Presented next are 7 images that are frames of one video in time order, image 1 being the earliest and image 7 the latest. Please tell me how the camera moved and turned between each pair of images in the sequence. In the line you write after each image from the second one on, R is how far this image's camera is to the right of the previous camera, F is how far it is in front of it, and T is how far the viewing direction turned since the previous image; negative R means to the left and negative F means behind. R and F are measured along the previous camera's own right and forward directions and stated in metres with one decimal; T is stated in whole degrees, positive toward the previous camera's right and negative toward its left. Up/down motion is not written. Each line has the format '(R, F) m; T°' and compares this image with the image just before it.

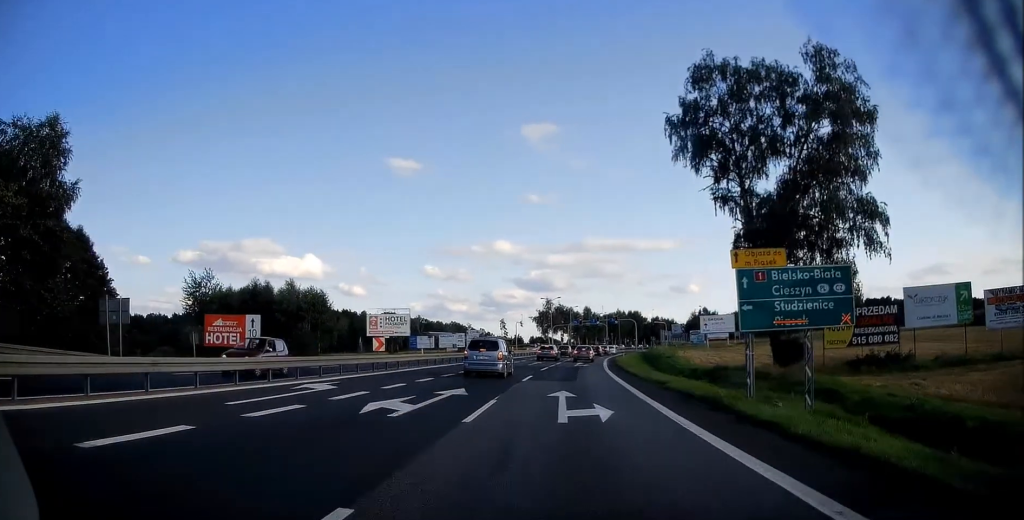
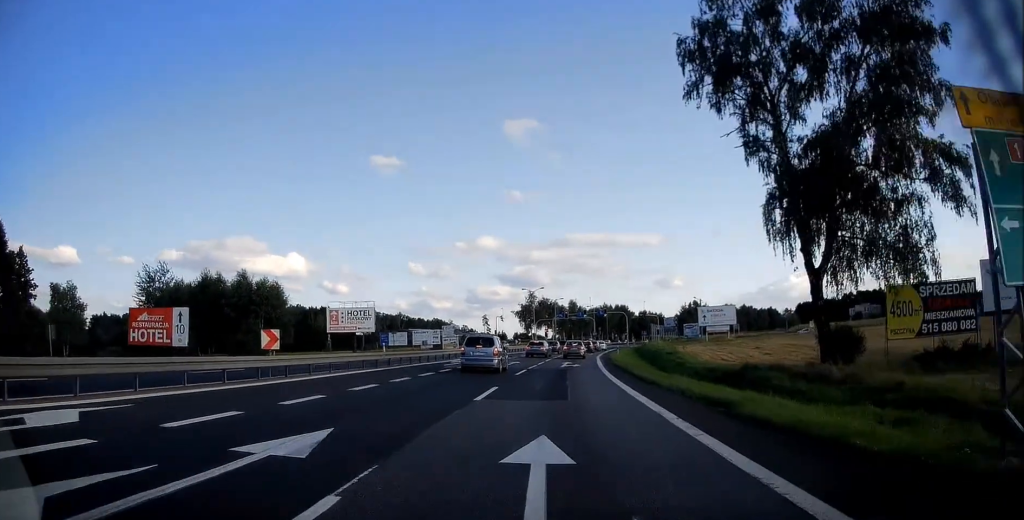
(+0.4, +10.2) m; +2°
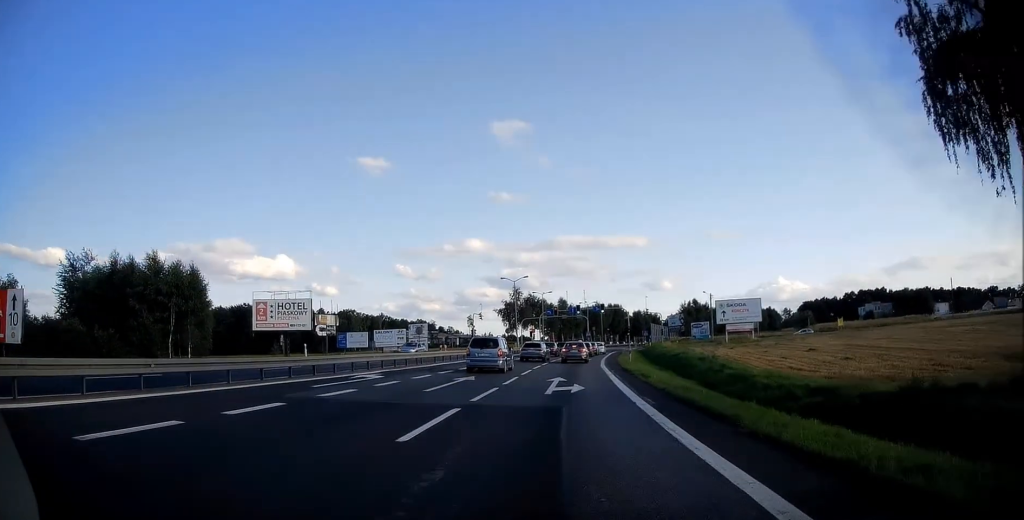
(+0.2, +17.5) m; +1°
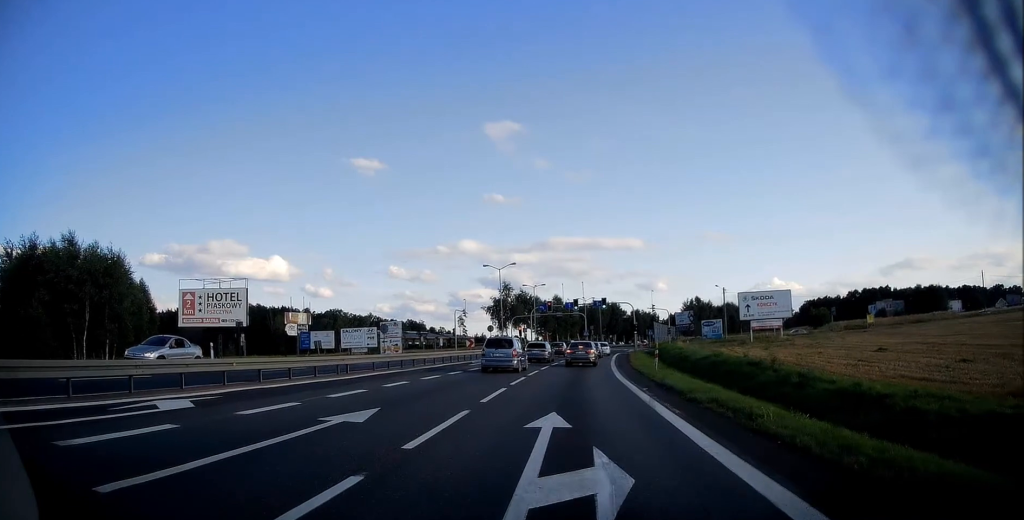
(+0.2, +12.1) m; +4°
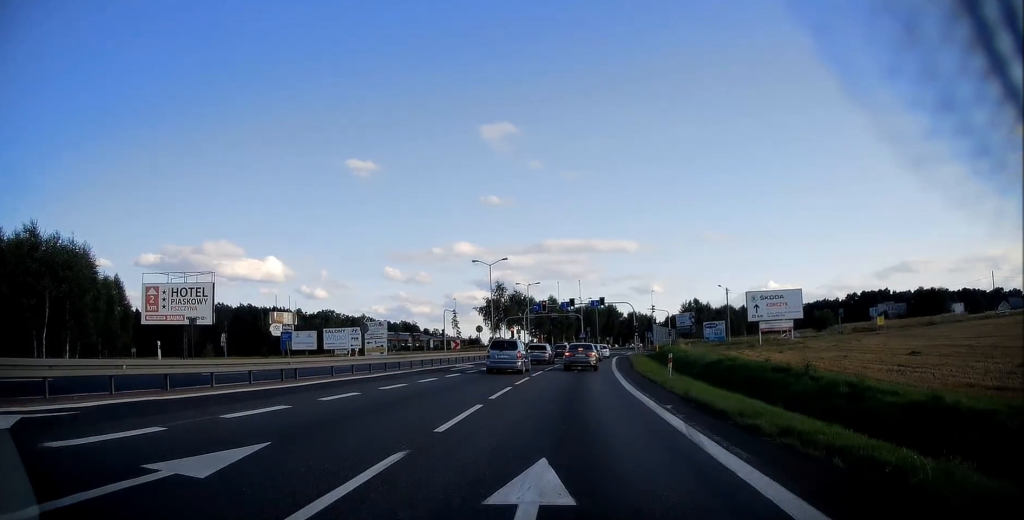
(+0.2, +4.4) m; +2°
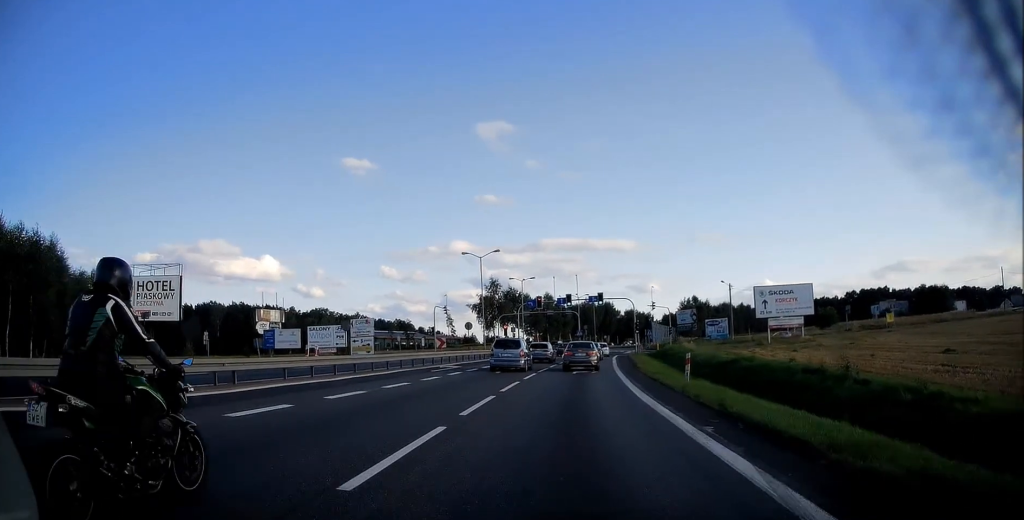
(0.0, +3.7) m; 0°
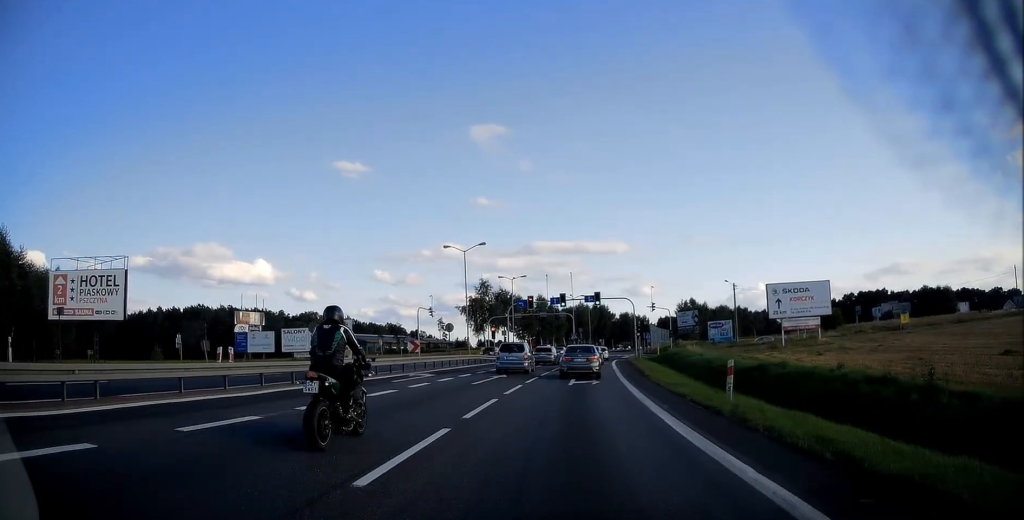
(0.0, +5.3) m; 0°
